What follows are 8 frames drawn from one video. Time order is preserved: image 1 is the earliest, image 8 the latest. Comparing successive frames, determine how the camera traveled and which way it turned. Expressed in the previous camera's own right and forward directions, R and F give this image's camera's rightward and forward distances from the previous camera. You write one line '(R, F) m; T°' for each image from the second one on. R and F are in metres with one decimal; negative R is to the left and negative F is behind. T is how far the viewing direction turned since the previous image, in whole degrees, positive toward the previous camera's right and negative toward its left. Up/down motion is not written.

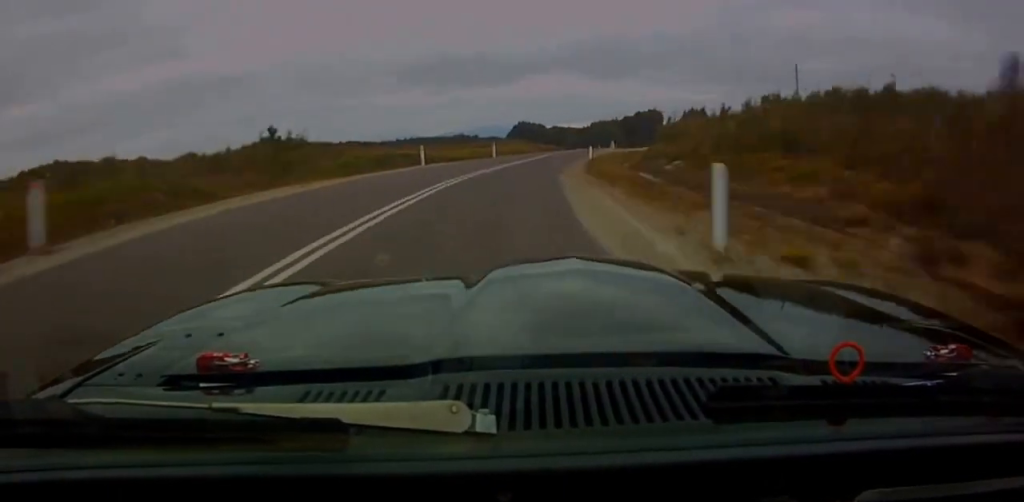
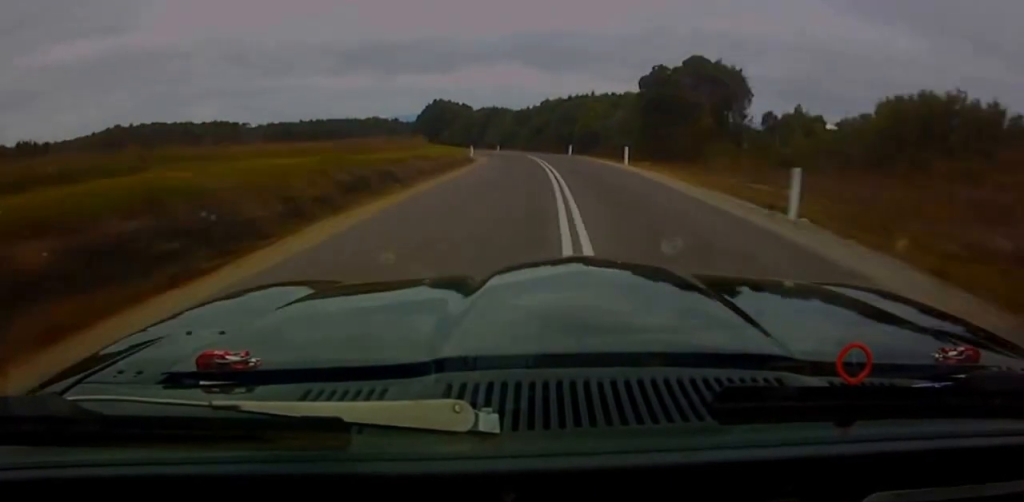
(+0.8, +92.6) m; -3°
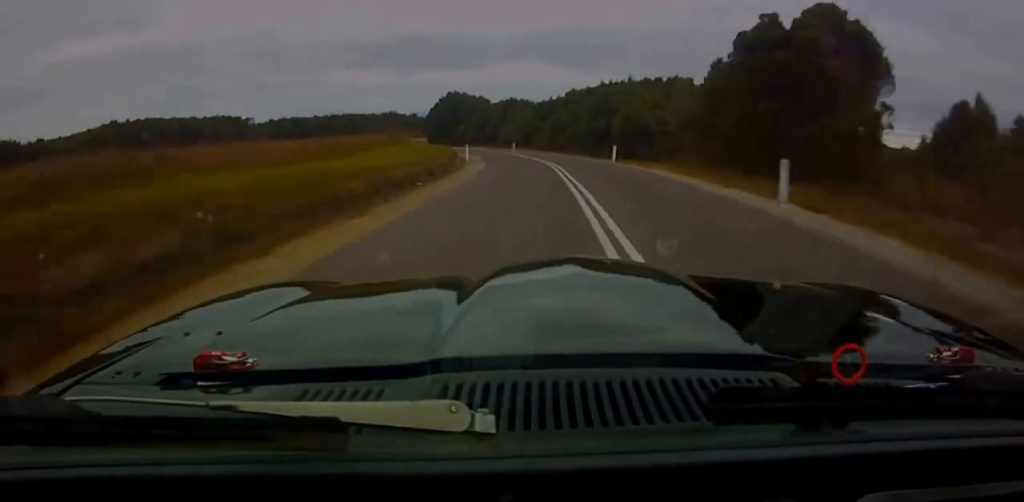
(0.0, +19.4) m; -2°
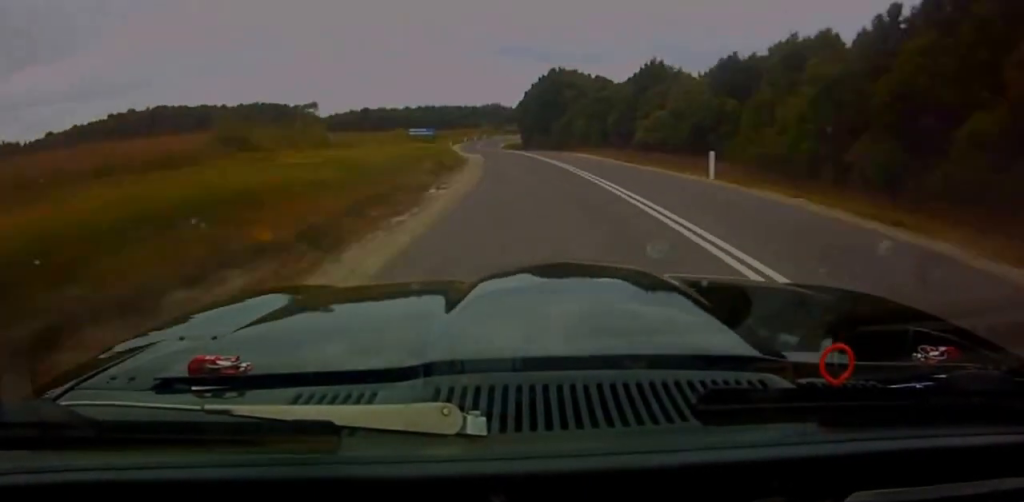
(-4.7, +57.5) m; -9°
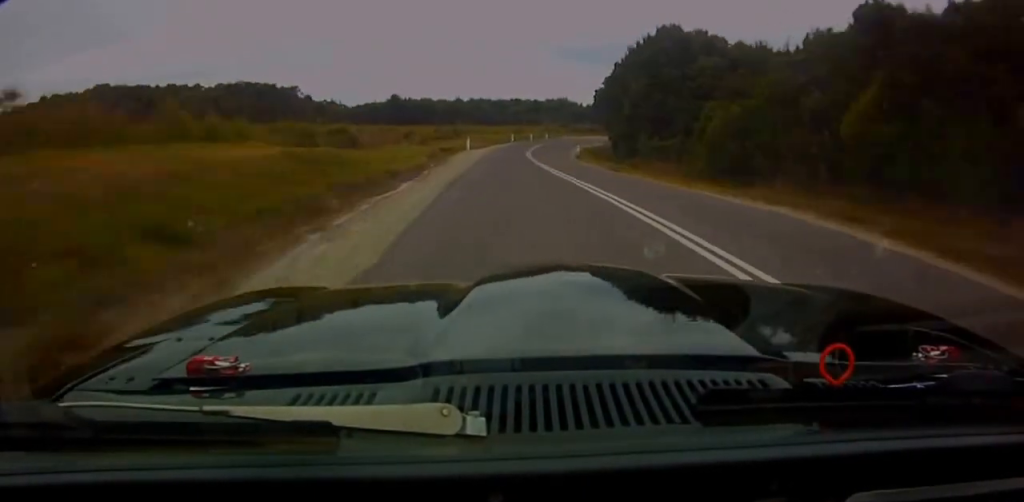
(-2.5, +50.4) m; -1°
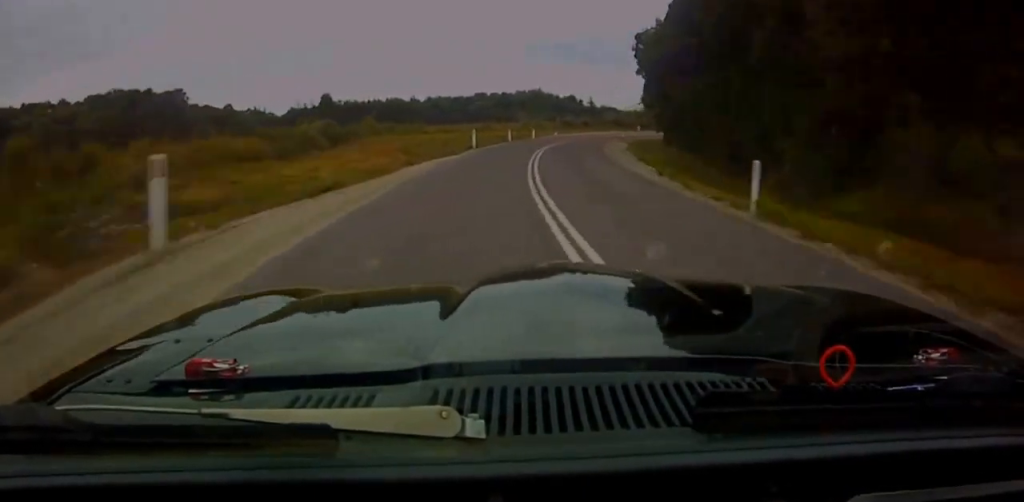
(+1.4, +37.7) m; +6°
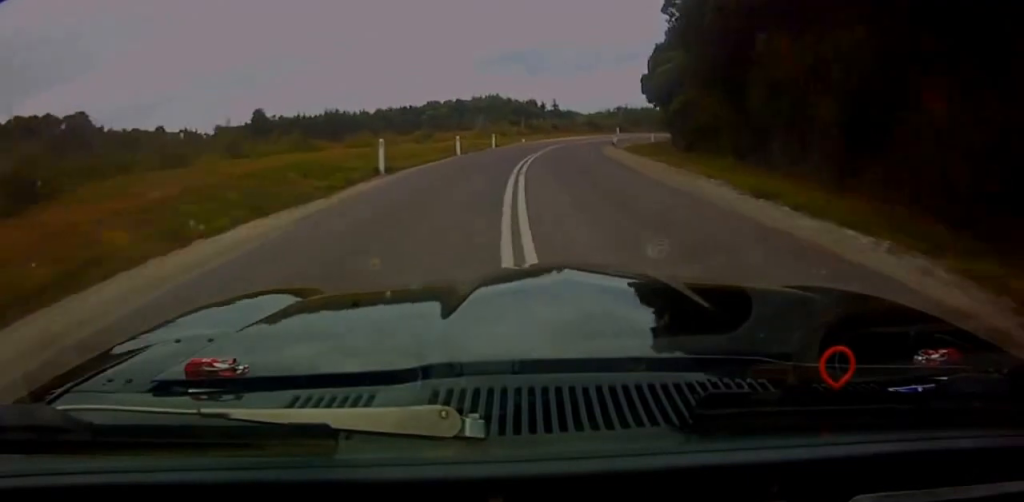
(+0.2, +16.8) m; +3°
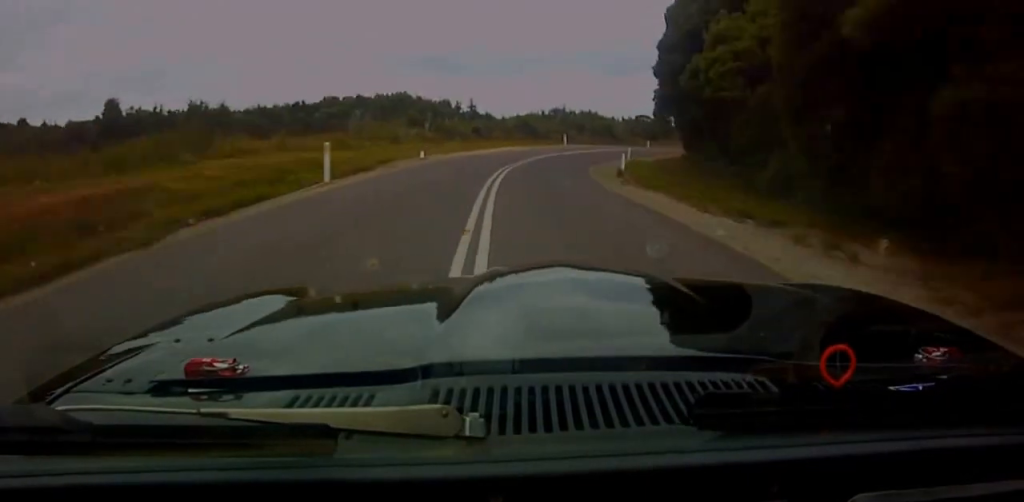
(+1.6, +27.9) m; +7°
